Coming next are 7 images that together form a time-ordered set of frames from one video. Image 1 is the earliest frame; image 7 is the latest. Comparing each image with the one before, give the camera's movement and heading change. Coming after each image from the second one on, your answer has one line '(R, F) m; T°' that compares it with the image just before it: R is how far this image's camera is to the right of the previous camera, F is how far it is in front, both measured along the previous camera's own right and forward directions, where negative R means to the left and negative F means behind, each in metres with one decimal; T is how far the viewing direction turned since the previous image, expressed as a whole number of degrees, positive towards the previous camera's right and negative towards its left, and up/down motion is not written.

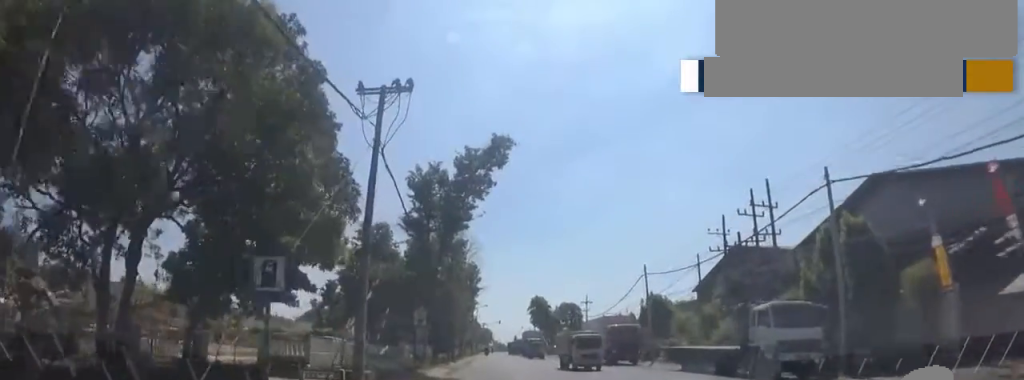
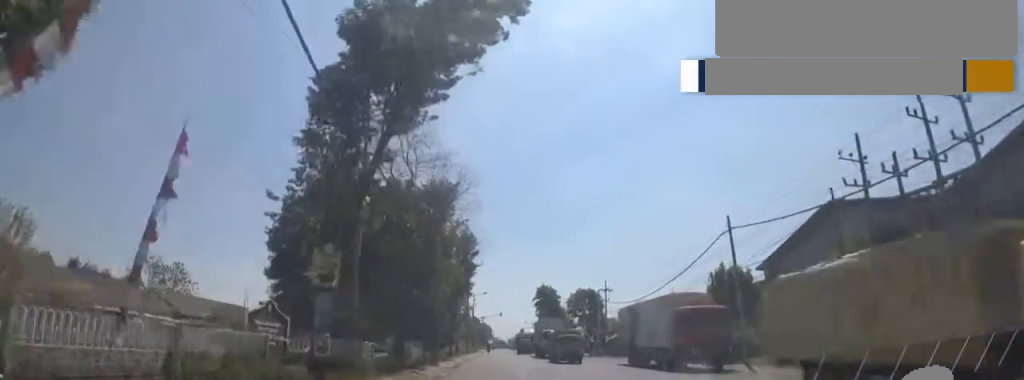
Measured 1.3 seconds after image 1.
(0.0, +14.3) m; 0°
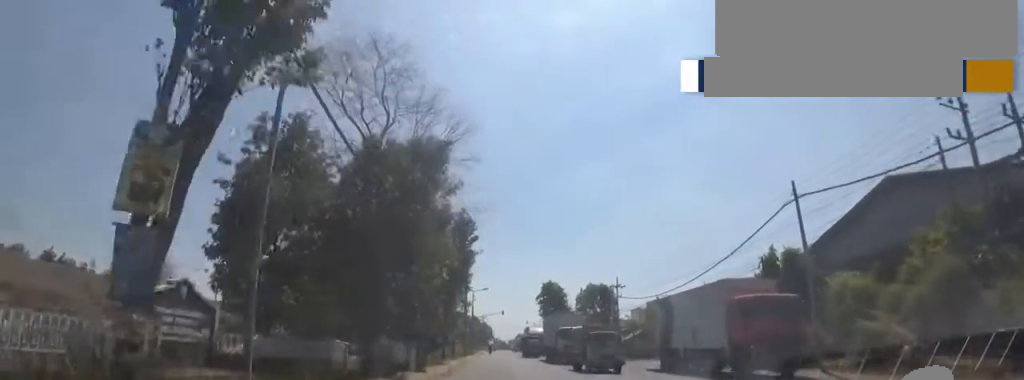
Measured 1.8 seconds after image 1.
(0.0, +5.9) m; 0°
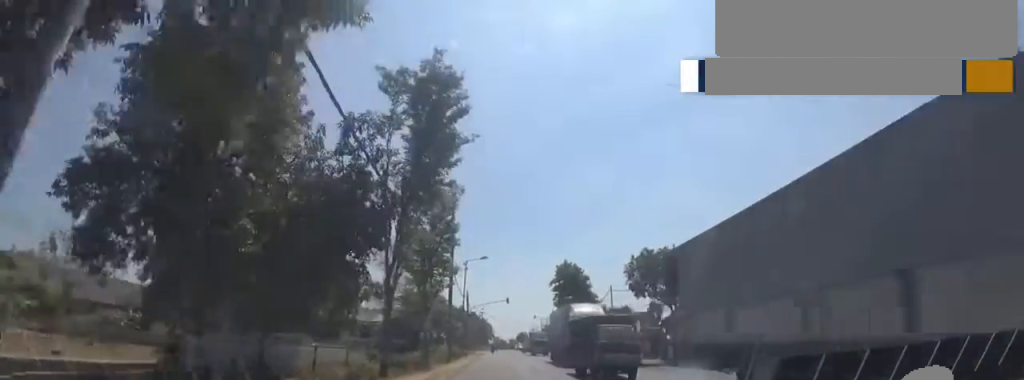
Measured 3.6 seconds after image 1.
(+0.1, +20.2) m; 0°
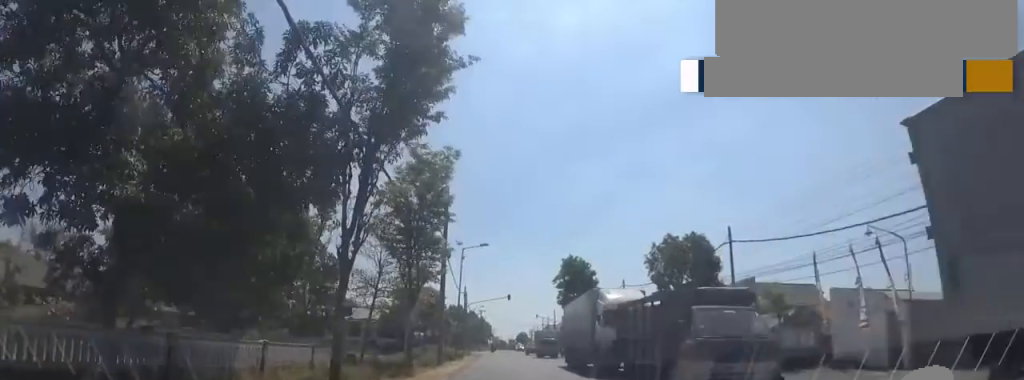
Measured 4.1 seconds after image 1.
(-0.2, +4.8) m; 0°
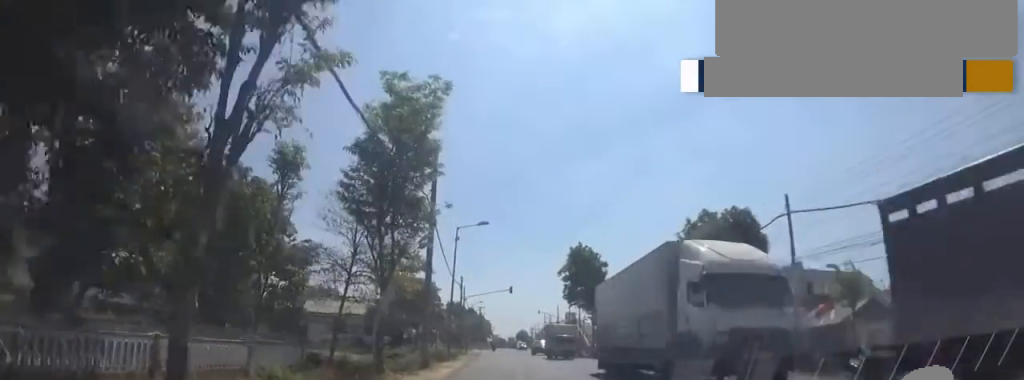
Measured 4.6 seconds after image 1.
(-0.2, +5.6) m; 0°
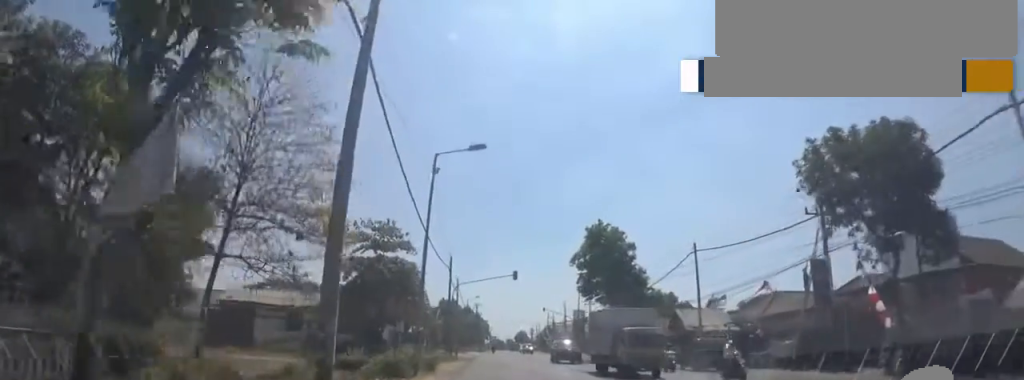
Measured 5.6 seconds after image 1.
(+0.4, +10.9) m; +2°
